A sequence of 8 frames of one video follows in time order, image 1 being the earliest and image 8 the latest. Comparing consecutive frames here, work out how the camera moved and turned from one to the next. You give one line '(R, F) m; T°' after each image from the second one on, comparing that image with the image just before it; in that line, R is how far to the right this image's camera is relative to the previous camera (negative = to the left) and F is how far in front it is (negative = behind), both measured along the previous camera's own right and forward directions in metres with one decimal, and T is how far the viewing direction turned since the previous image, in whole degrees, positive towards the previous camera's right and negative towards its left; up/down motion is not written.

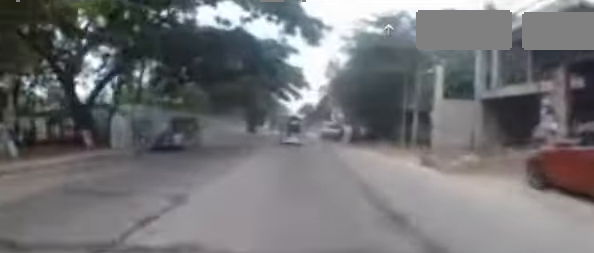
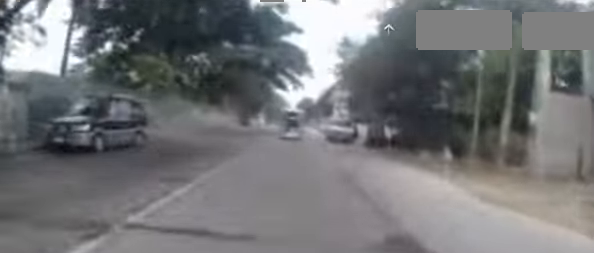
(-0.2, +8.0) m; -1°
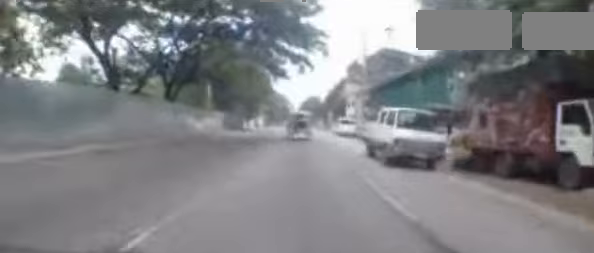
(+0.2, +13.2) m; +3°
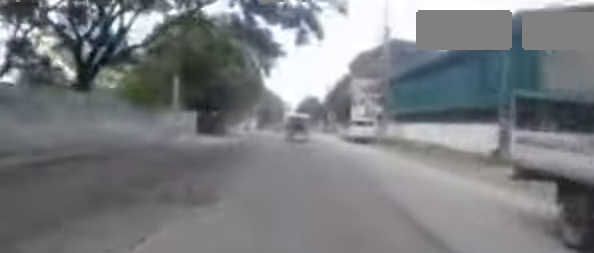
(+0.1, +9.6) m; +1°
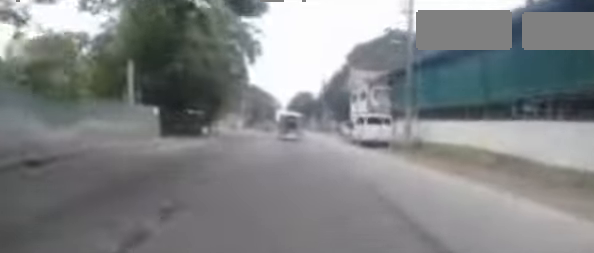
(0.0, +6.7) m; 0°
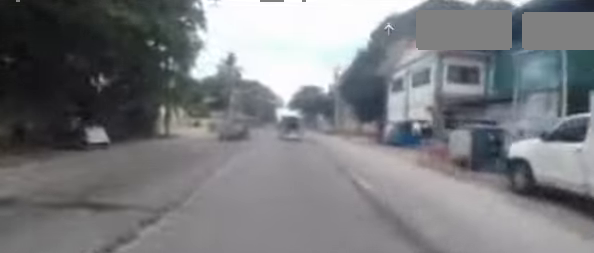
(+0.1, +17.6) m; 0°
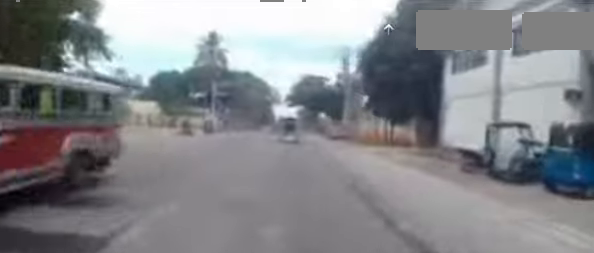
(0.0, +12.3) m; 0°
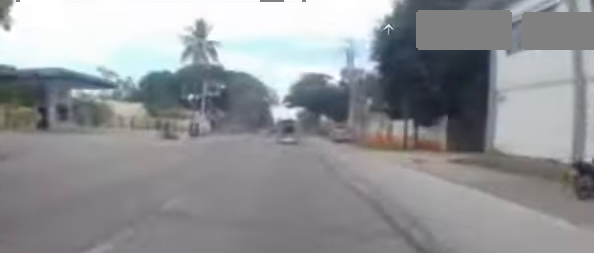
(0.0, +4.8) m; 0°
